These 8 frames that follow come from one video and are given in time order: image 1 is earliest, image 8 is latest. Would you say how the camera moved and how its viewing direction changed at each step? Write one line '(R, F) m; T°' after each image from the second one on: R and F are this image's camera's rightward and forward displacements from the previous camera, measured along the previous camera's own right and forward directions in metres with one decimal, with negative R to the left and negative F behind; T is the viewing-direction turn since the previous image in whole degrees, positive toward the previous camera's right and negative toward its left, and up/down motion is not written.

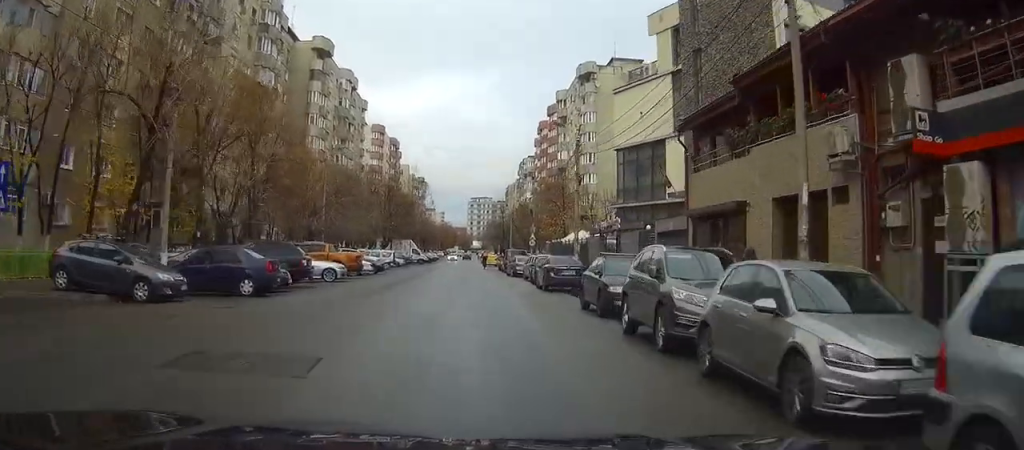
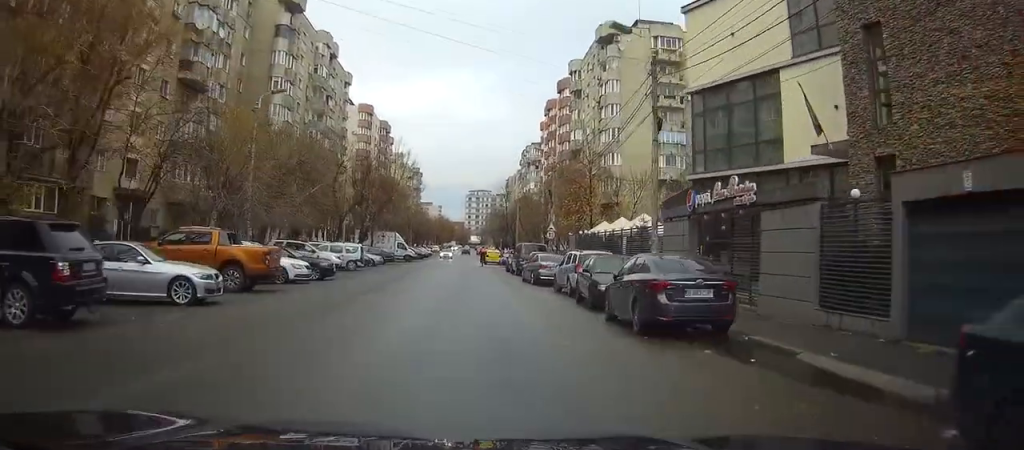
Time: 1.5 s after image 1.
(+0.2, +16.5) m; 0°
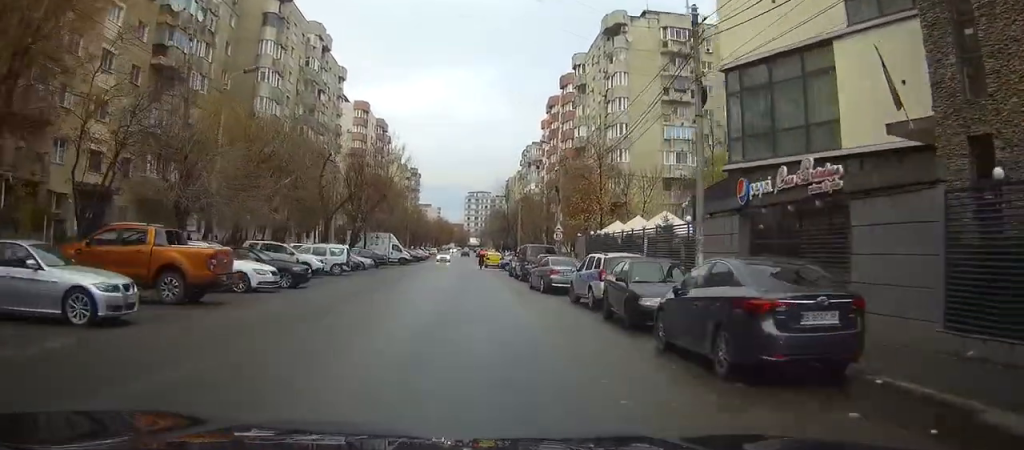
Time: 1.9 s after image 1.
(0.0, +4.5) m; -1°
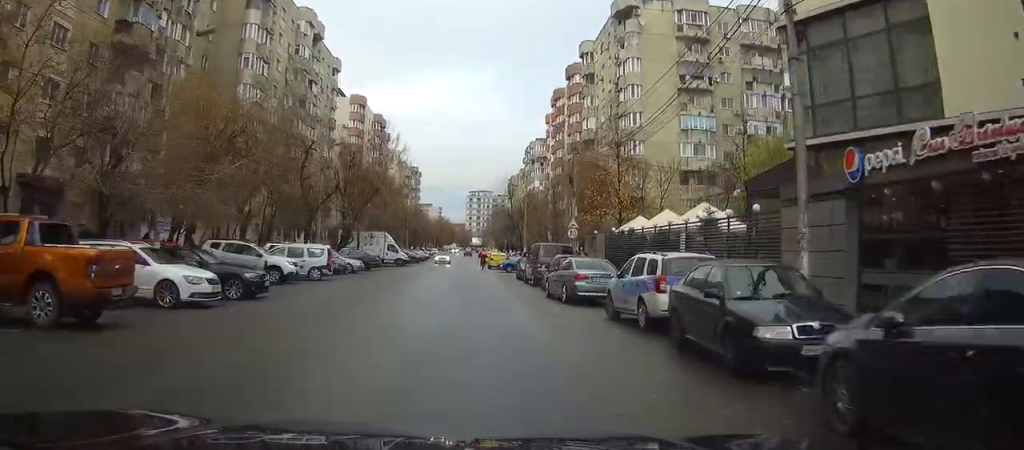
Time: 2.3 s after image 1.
(0.0, +5.3) m; -1°
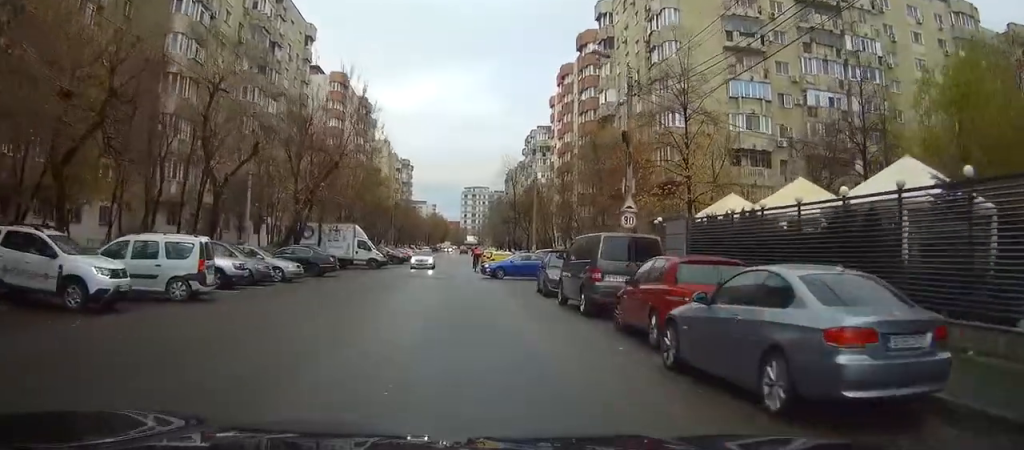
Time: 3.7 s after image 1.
(-0.2, +14.9) m; 0°
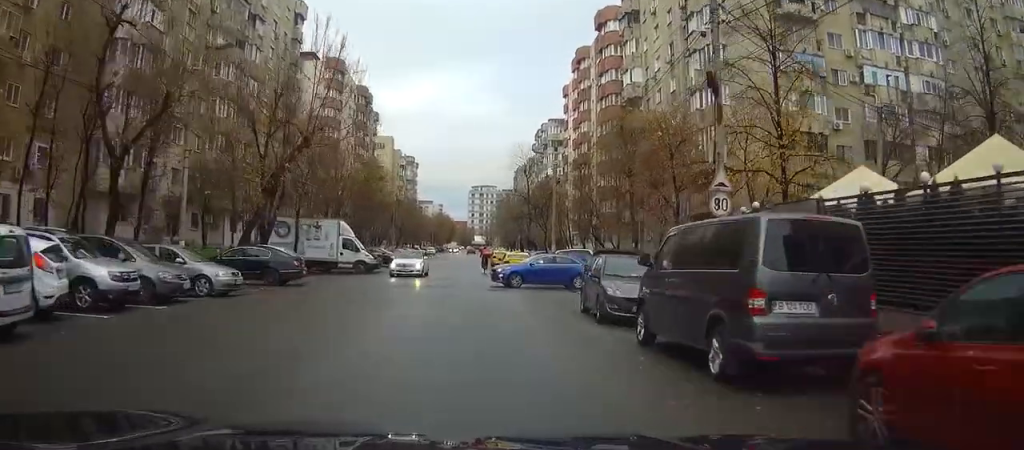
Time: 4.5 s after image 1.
(+0.2, +9.0) m; 0°
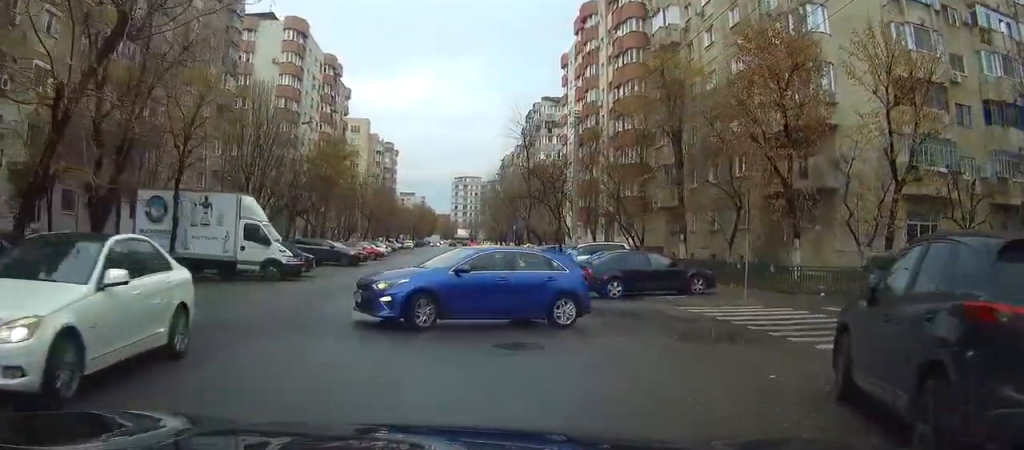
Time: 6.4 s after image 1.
(-0.3, +18.7) m; -1°
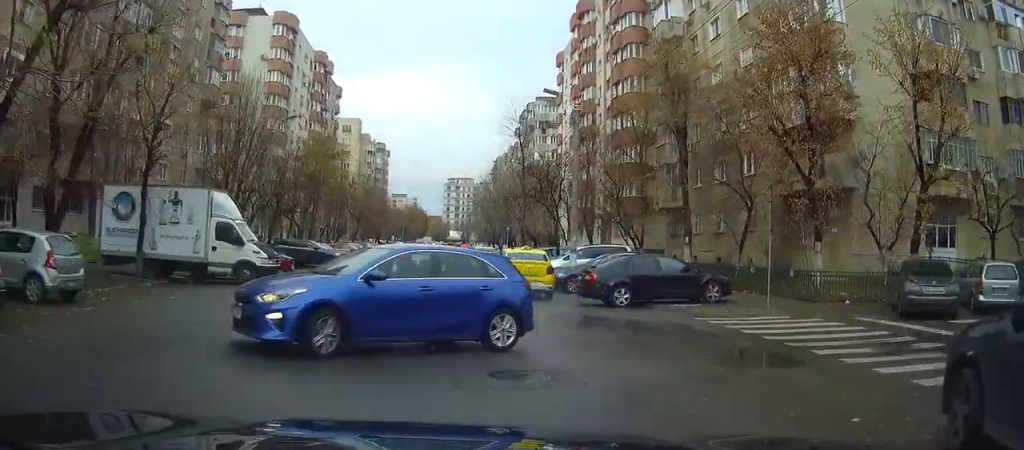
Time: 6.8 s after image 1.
(0.0, +2.7) m; -1°
